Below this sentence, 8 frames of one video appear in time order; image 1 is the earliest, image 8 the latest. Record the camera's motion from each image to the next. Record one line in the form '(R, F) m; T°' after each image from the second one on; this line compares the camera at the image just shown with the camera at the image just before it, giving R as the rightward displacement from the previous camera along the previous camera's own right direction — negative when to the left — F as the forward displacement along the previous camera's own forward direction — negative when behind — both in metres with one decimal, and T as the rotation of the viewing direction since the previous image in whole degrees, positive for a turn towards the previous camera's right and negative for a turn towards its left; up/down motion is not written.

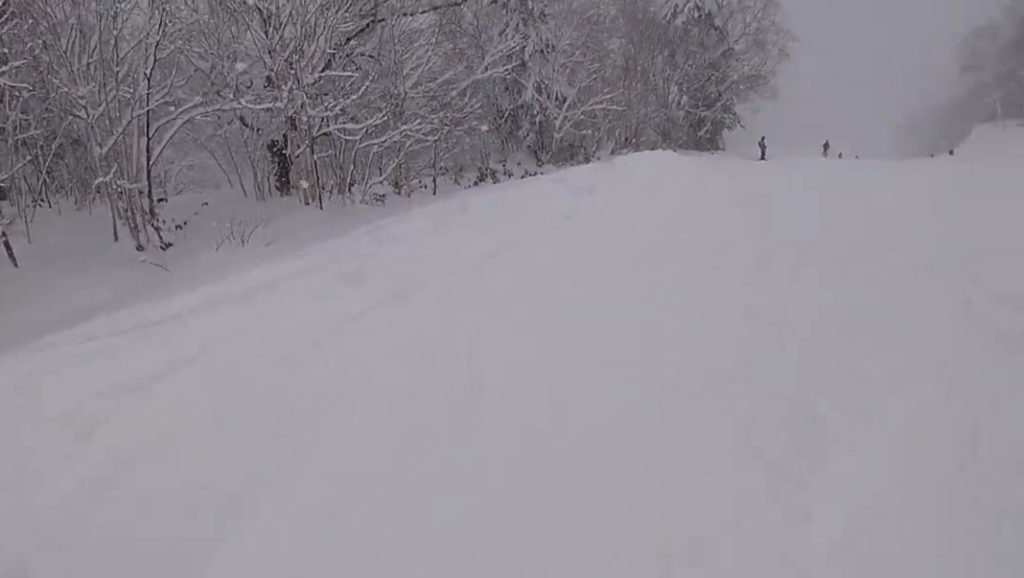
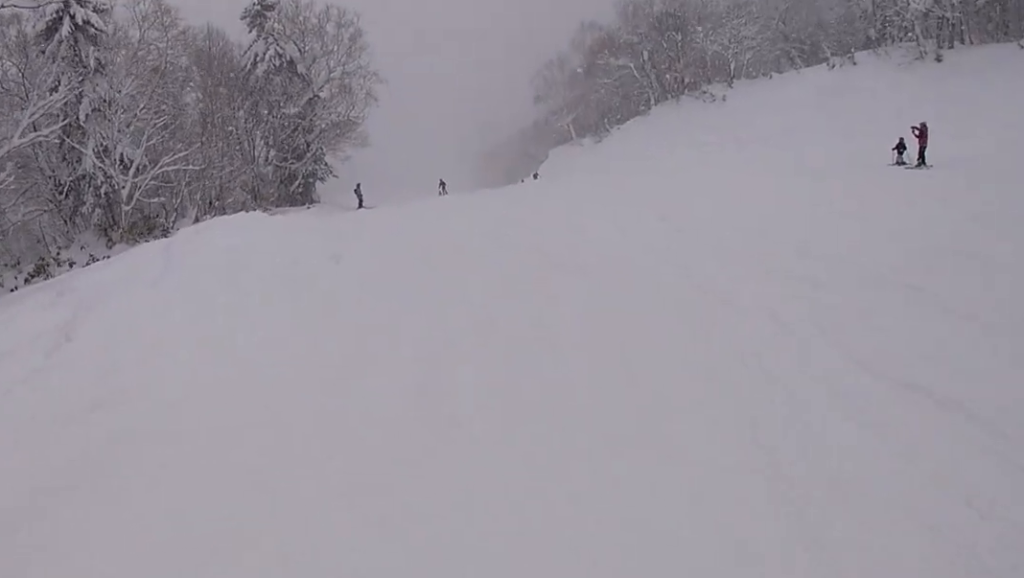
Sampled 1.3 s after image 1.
(+1.9, +6.0) m; +18°
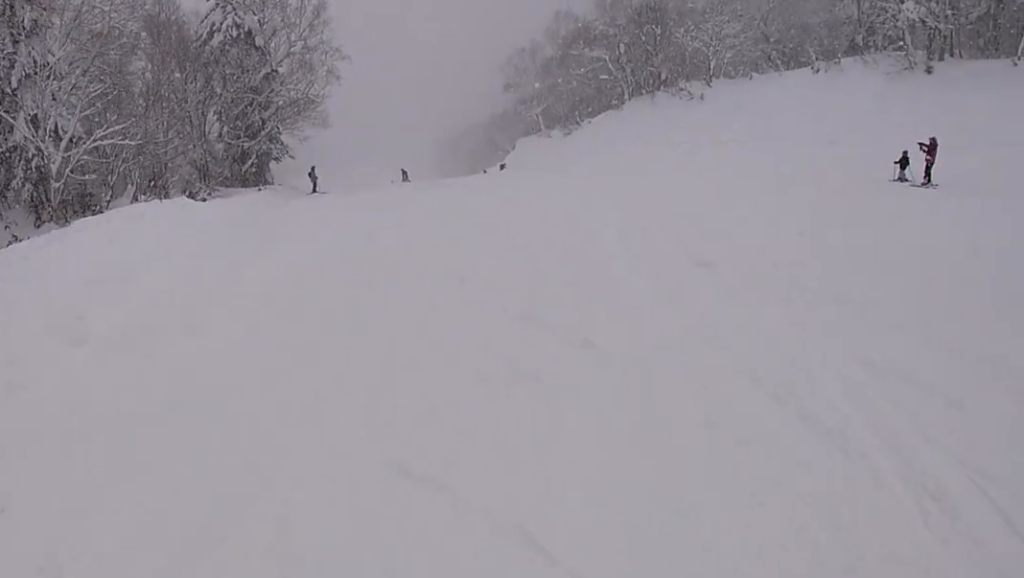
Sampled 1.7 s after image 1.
(0.0, +2.0) m; -2°
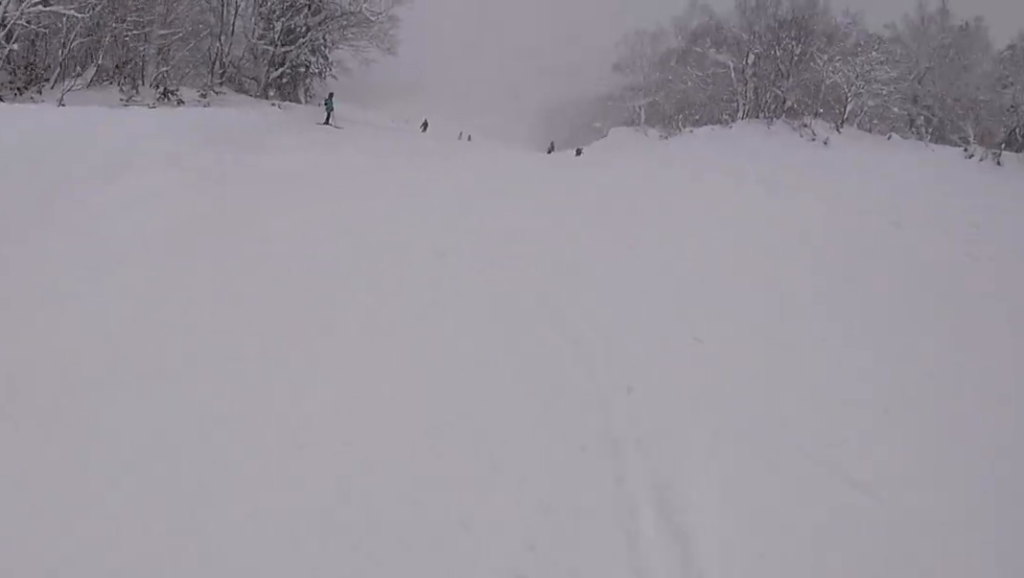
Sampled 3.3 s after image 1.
(-1.1, +7.0) m; -23°
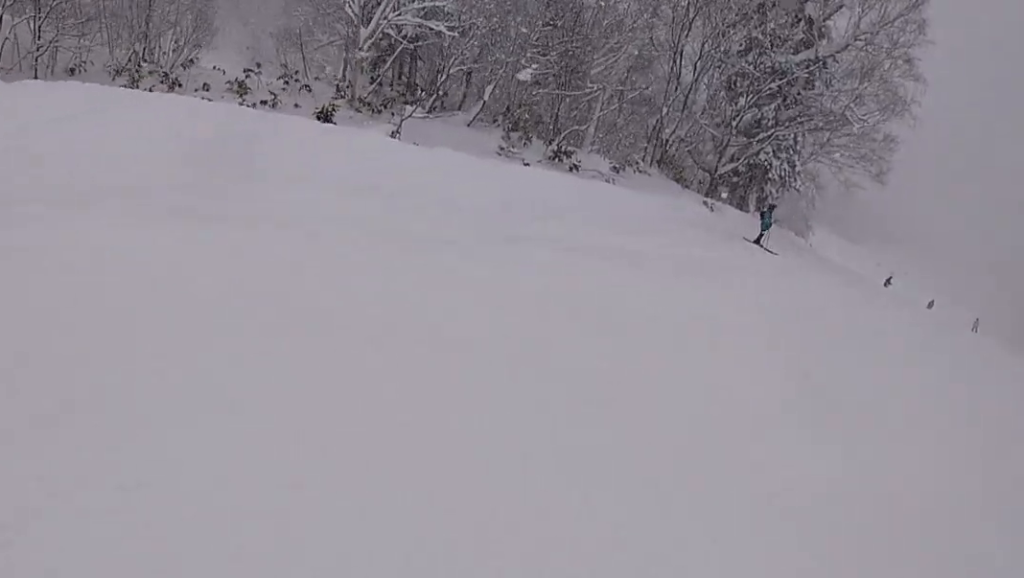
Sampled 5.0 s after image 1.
(-1.1, +7.8) m; -7°
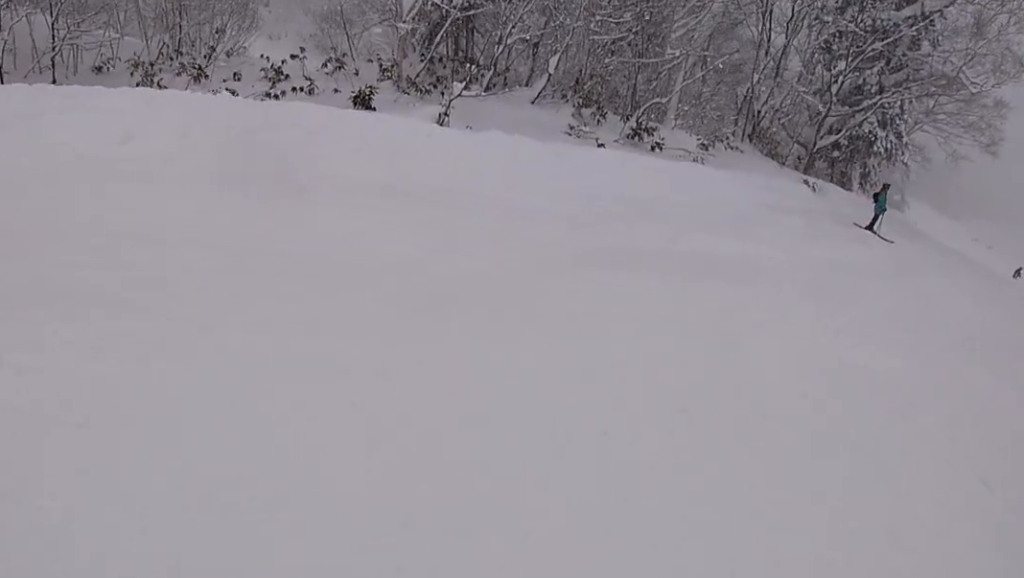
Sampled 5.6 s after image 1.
(0.0, +2.9) m; +4°
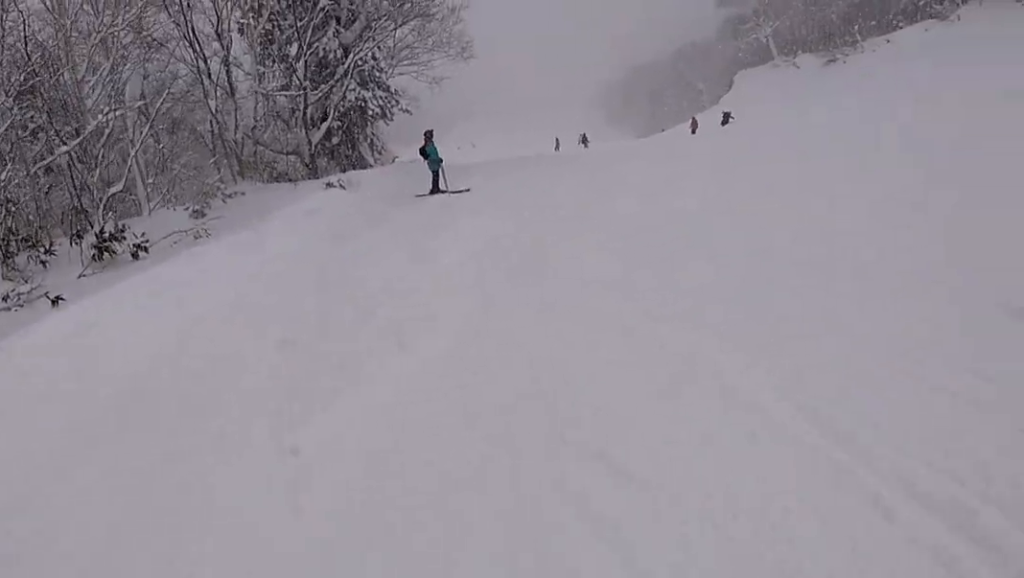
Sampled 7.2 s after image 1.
(+1.7, +7.0) m; +23°
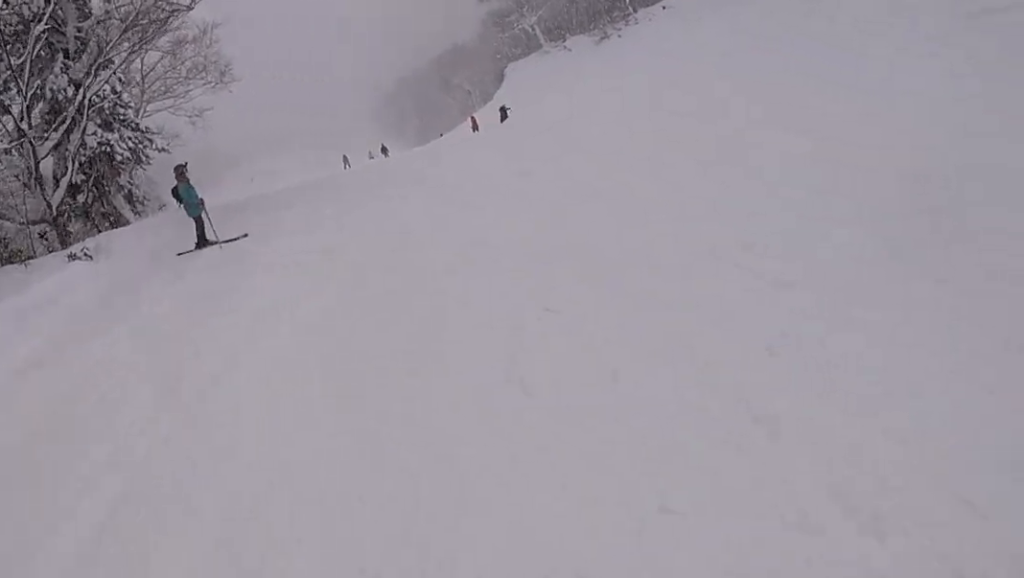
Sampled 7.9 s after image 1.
(+0.3, +3.5) m; +4°
